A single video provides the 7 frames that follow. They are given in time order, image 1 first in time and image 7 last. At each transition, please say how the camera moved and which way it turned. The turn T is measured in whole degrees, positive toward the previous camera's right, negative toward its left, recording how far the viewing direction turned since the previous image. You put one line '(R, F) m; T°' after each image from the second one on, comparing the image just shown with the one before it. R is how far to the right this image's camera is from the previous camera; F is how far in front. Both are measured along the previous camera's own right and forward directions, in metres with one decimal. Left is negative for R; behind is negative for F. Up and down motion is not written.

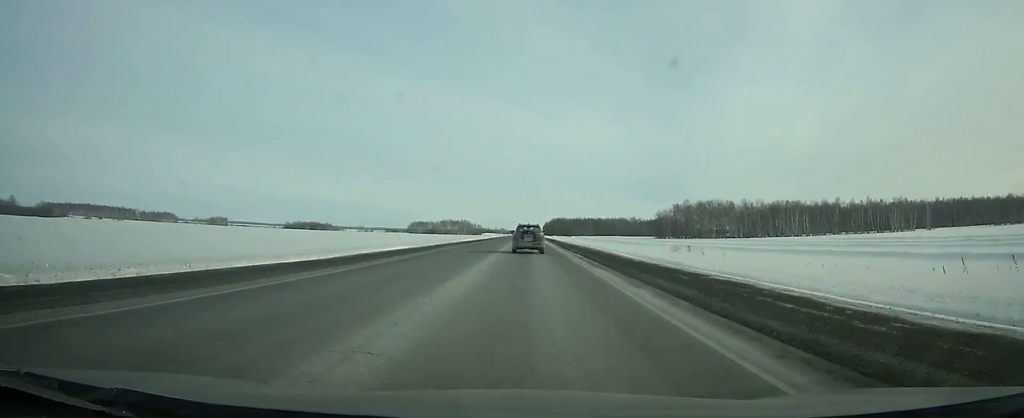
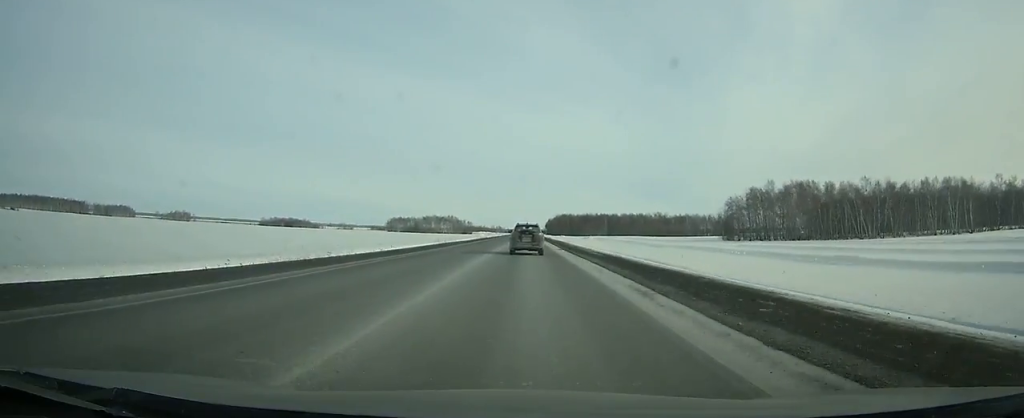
(0.0, +106.6) m; 0°
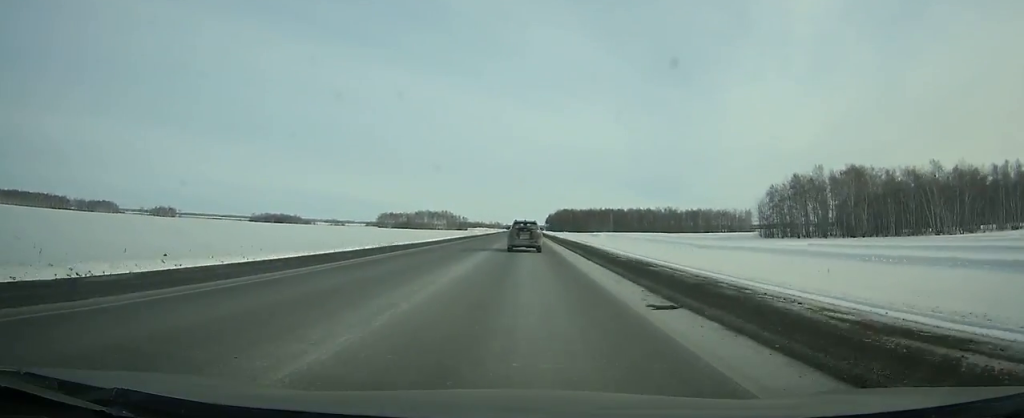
(-0.1, +34.5) m; 0°
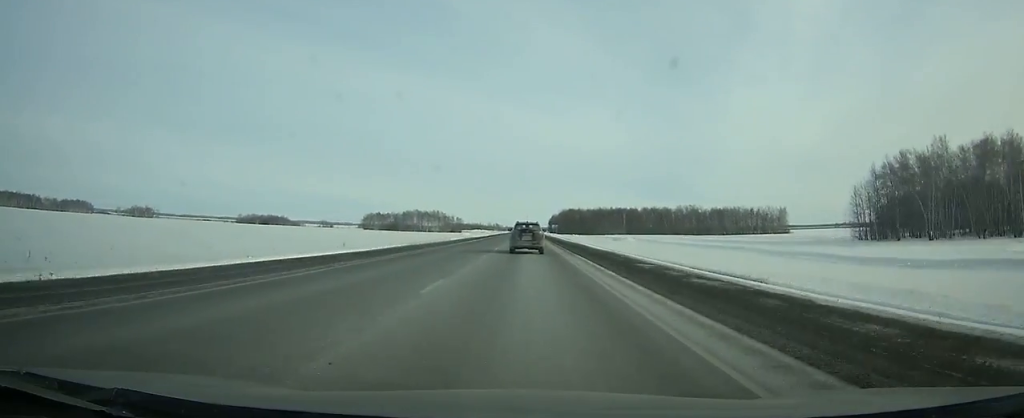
(-0.2, +52.8) m; 0°
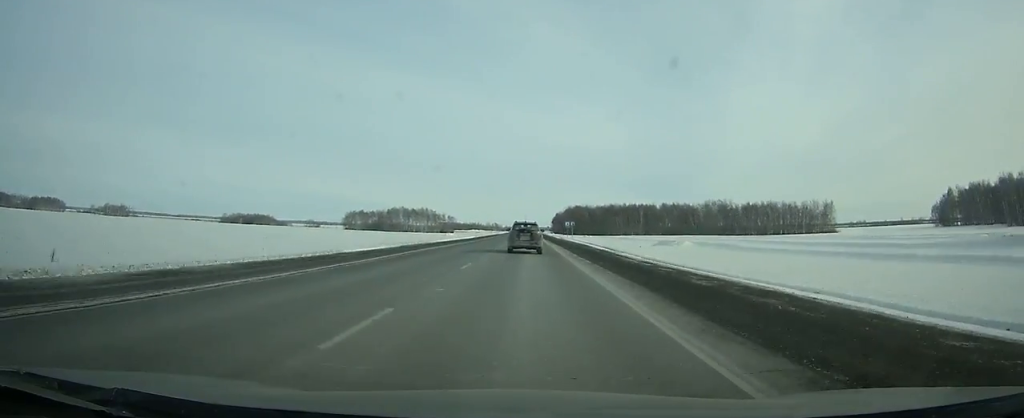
(+0.2, +52.4) m; 0°
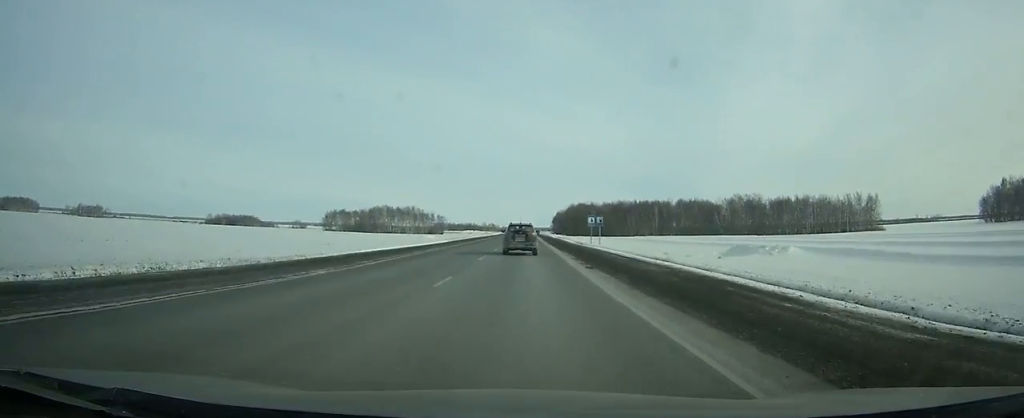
(0.0, +41.8) m; 0°
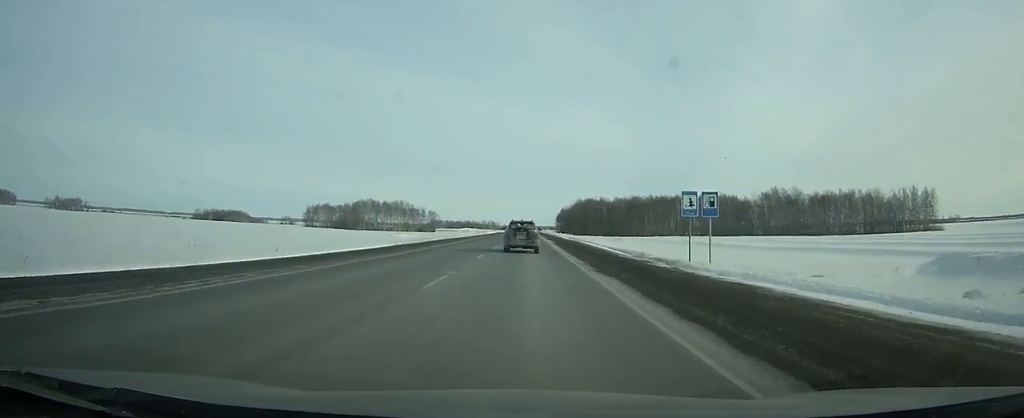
(-0.1, +36.2) m; 0°
